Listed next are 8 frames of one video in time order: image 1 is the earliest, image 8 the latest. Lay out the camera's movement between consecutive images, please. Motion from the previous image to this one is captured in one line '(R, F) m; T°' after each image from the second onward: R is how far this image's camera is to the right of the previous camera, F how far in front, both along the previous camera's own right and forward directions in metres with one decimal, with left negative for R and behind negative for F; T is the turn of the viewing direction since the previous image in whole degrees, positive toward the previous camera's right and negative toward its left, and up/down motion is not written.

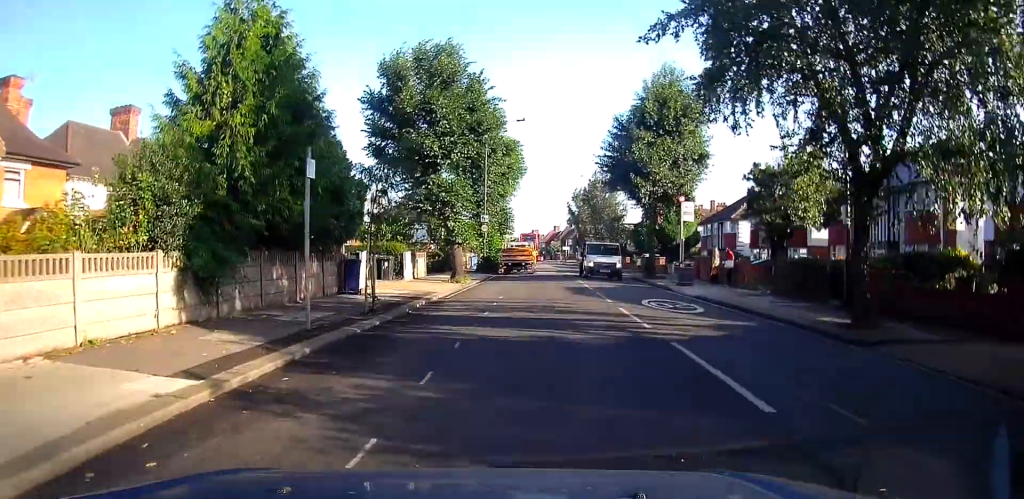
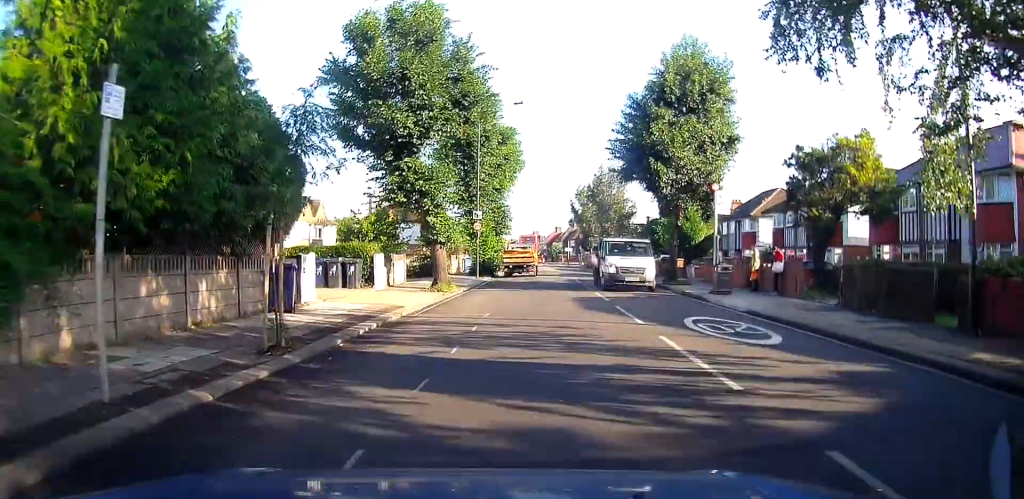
(0.0, +5.2) m; 0°
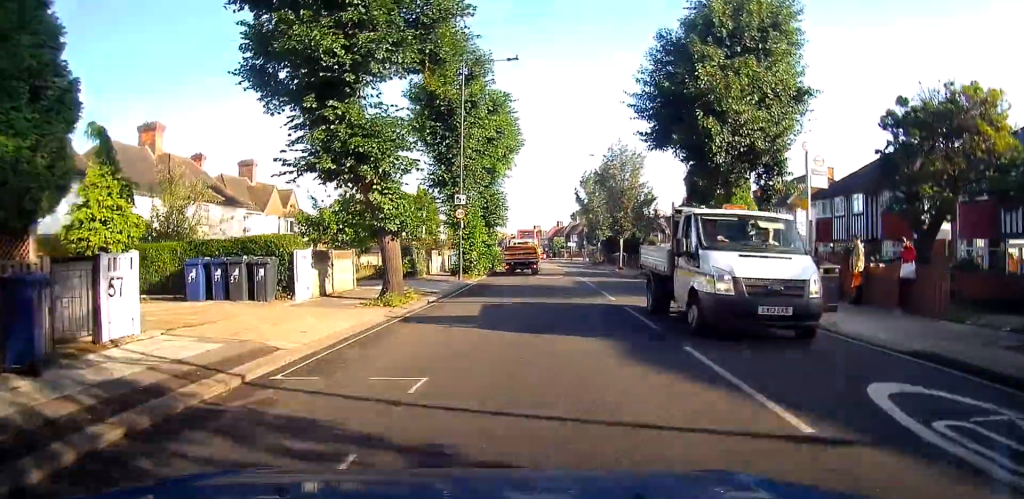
(0.0, +7.7) m; 0°
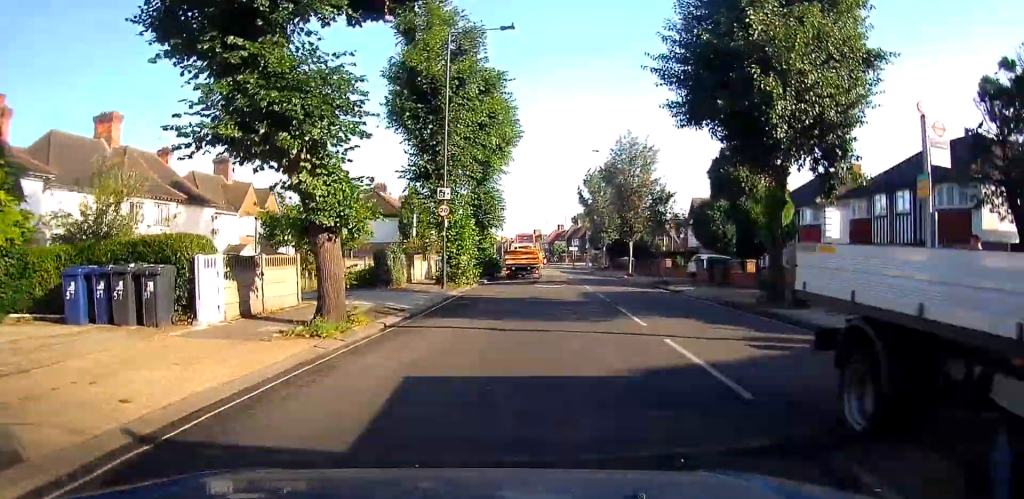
(-0.1, +4.8) m; 0°
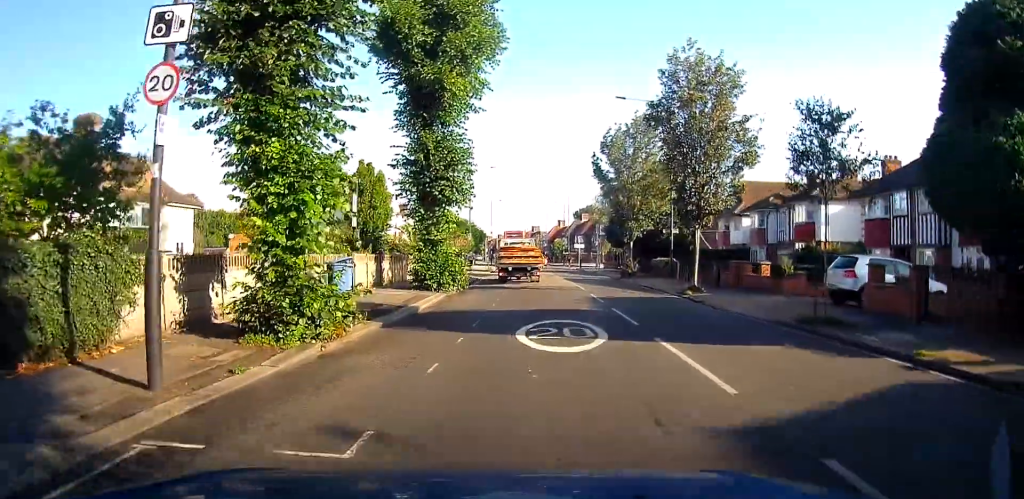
(+0.1, +17.8) m; 0°
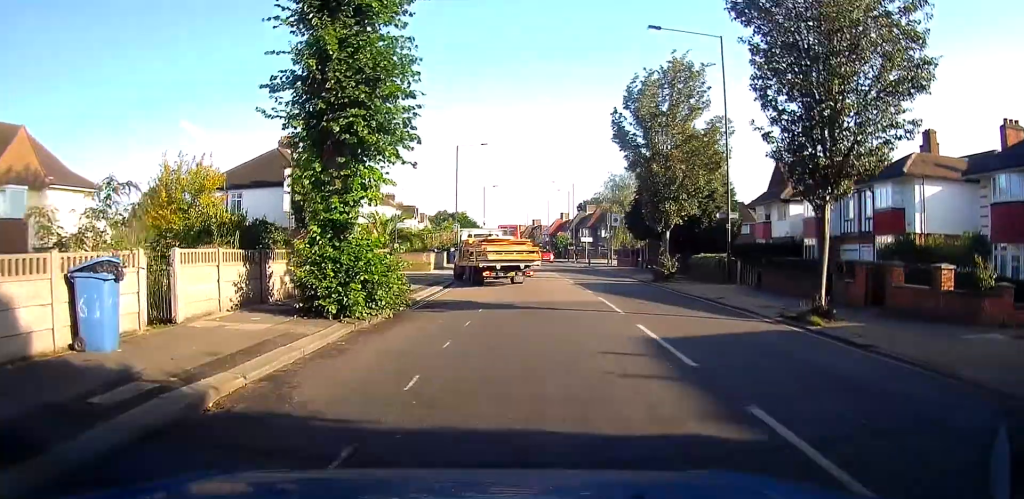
(0.0, +10.8) m; 0°
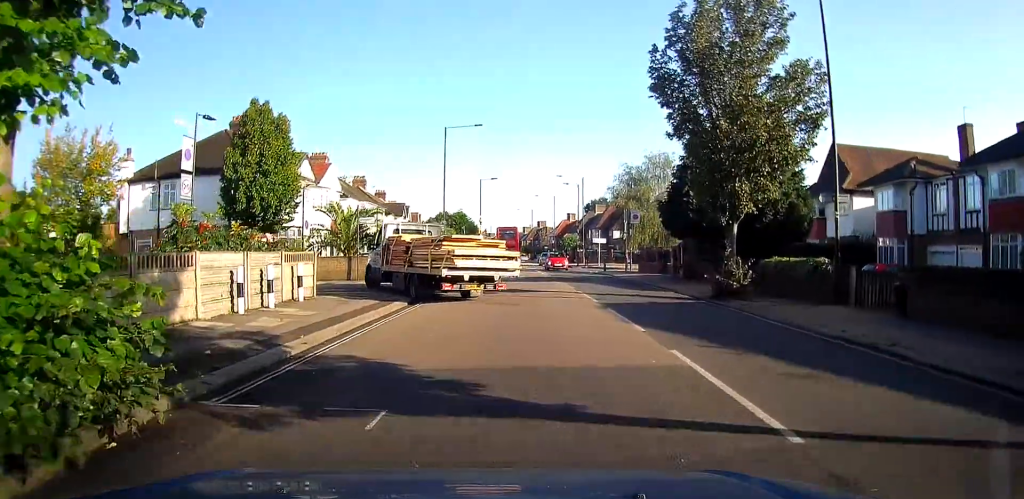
(0.0, +9.0) m; -1°
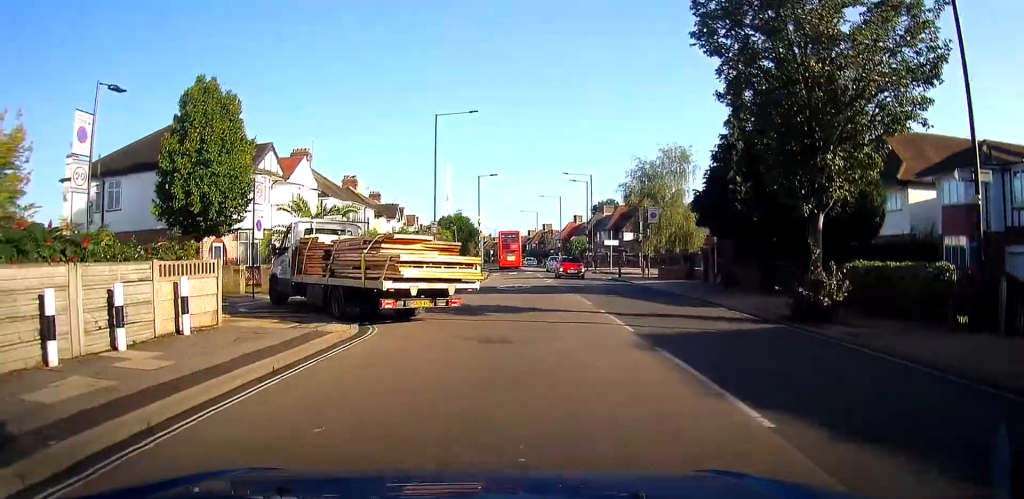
(0.0, +5.6) m; -1°
